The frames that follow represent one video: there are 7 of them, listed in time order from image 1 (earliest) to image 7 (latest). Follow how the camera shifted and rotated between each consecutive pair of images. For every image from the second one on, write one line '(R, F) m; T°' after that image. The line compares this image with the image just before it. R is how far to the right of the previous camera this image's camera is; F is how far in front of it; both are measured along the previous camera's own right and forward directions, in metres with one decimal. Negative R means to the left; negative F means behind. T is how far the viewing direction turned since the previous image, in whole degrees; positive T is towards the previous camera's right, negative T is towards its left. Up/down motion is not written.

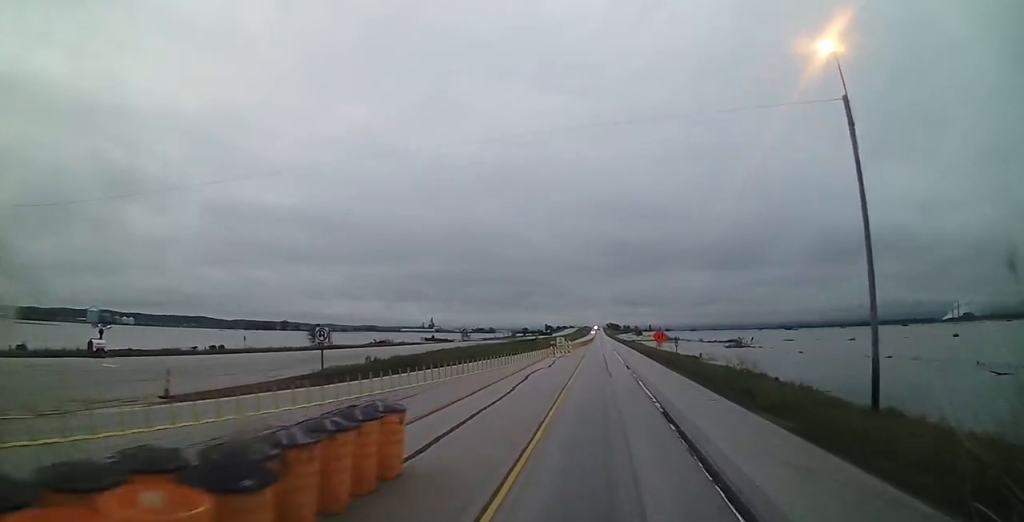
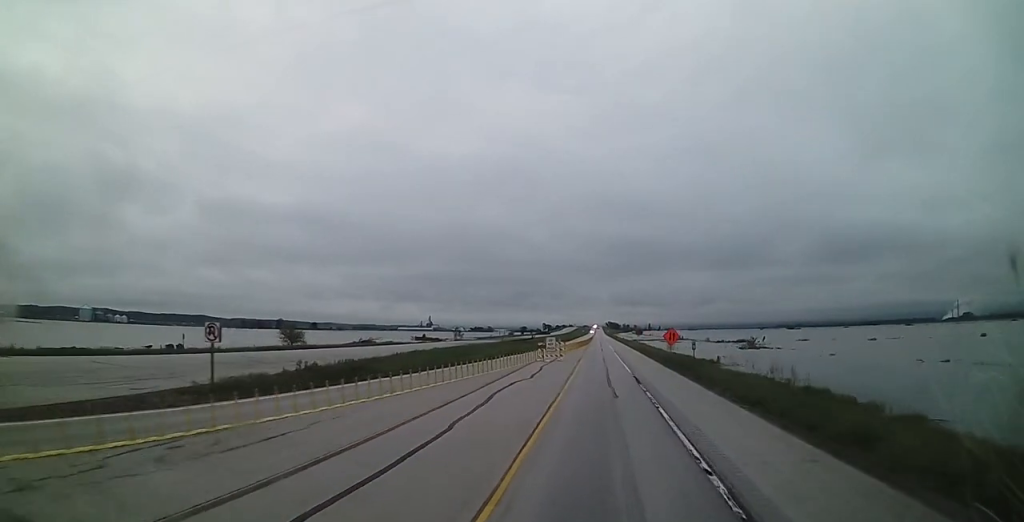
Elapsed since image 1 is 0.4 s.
(0.0, +10.7) m; 0°
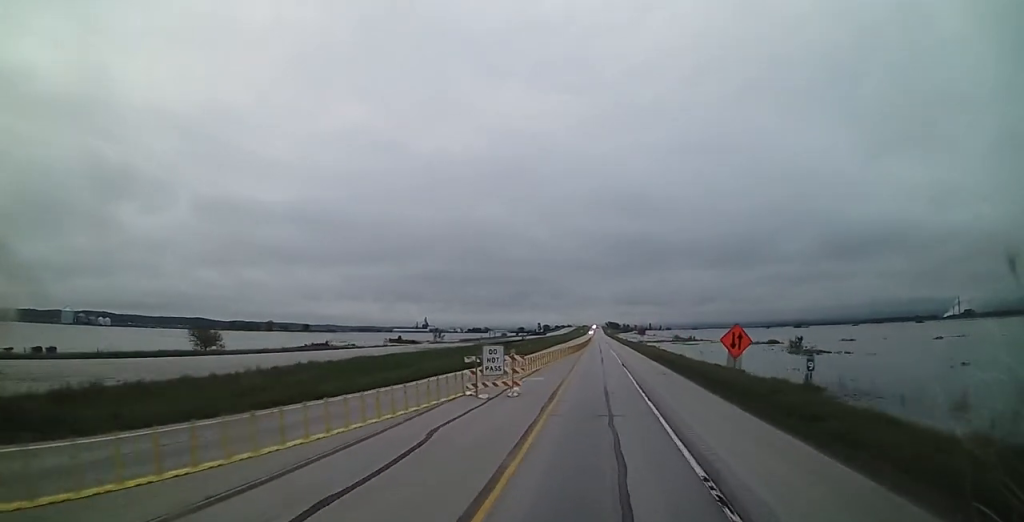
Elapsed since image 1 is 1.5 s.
(0.0, +25.5) m; 0°
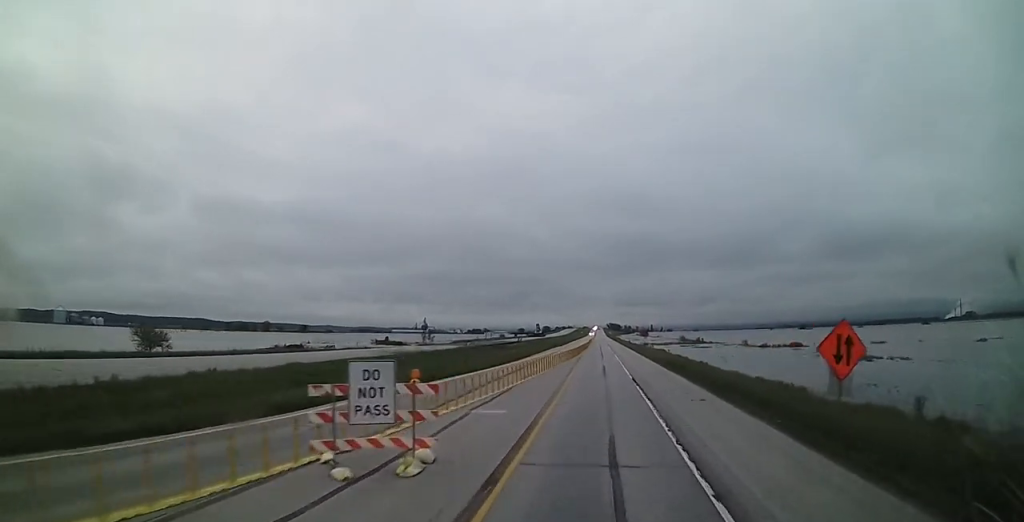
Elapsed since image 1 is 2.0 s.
(+0.1, +12.3) m; 0°
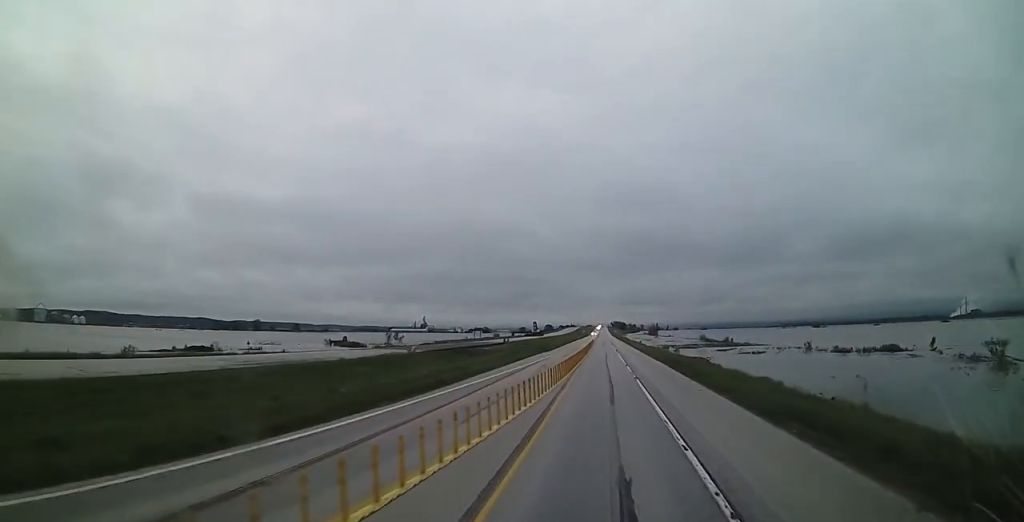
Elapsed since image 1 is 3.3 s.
(-0.4, +32.0) m; -1°
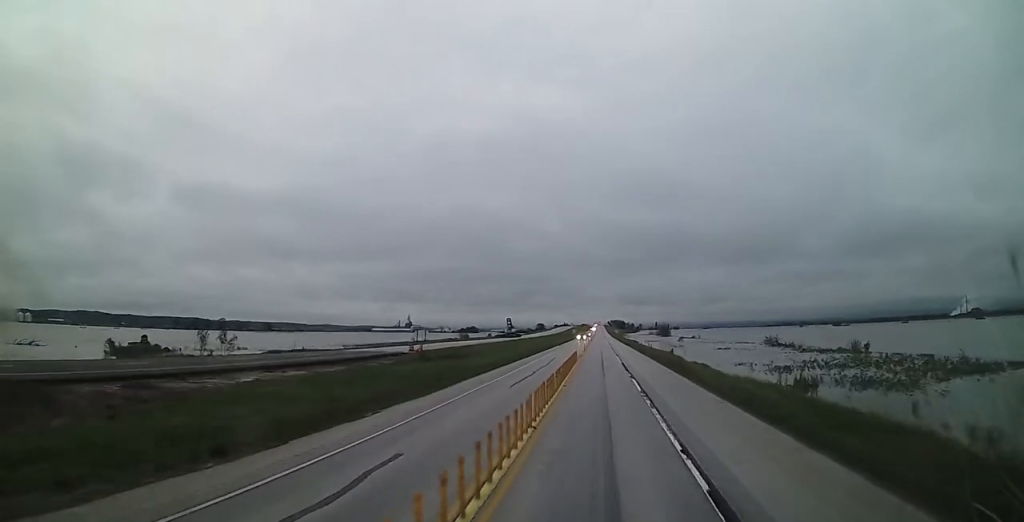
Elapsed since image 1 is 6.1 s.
(+0.7, +69.0) m; +1°
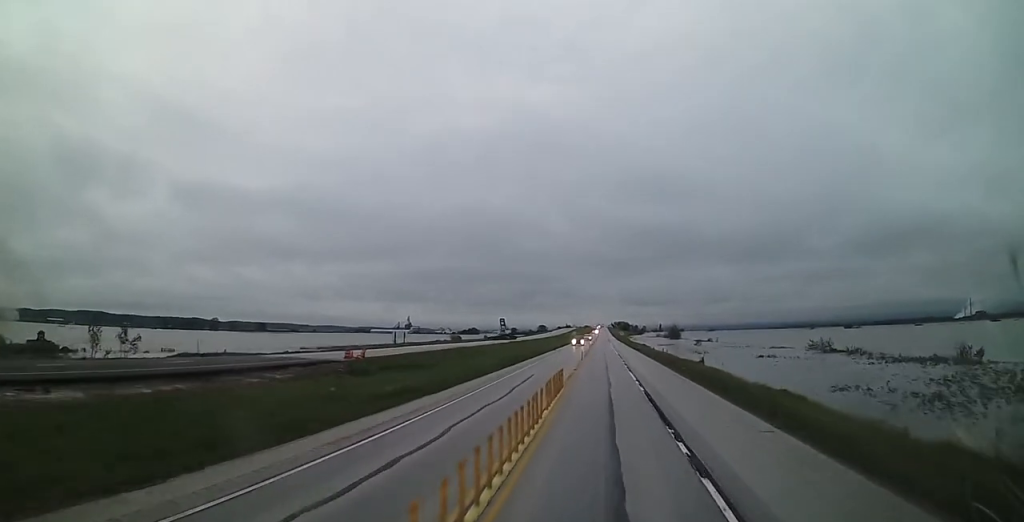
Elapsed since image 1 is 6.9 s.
(+0.1, +20.5) m; -1°
